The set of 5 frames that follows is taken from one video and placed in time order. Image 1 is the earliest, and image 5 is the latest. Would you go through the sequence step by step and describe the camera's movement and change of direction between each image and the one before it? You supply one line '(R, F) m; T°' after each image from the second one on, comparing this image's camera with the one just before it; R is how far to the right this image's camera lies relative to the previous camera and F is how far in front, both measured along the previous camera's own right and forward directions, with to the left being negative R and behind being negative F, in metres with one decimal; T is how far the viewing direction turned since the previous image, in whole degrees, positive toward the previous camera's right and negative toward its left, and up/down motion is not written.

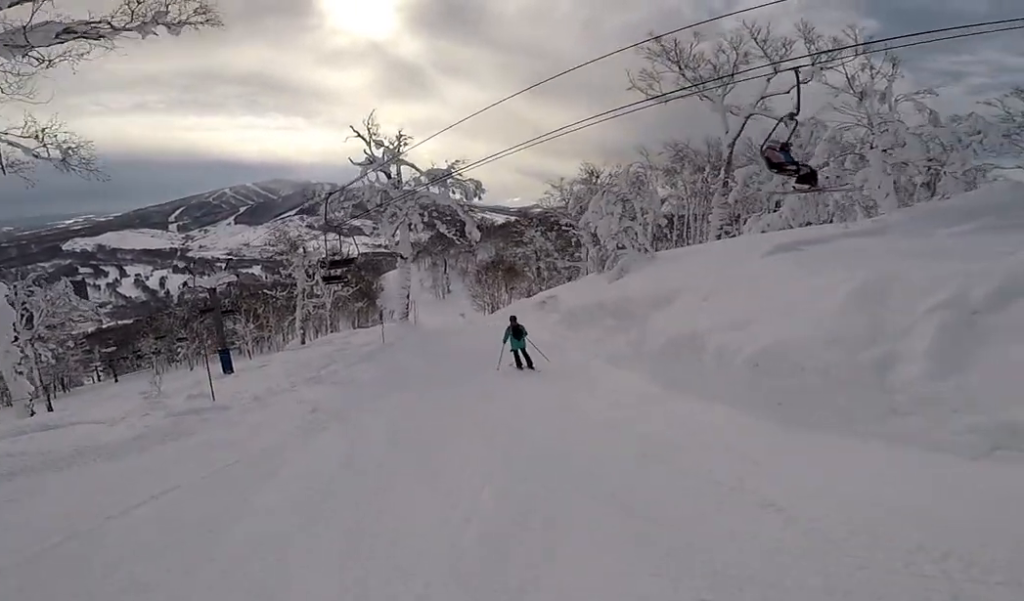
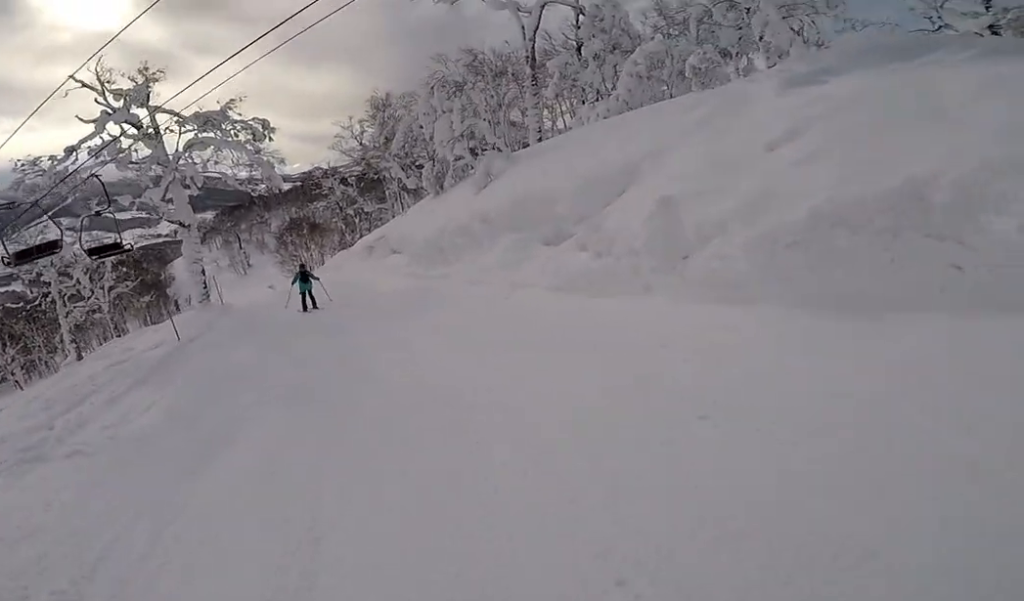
(+1.1, +6.7) m; +10°
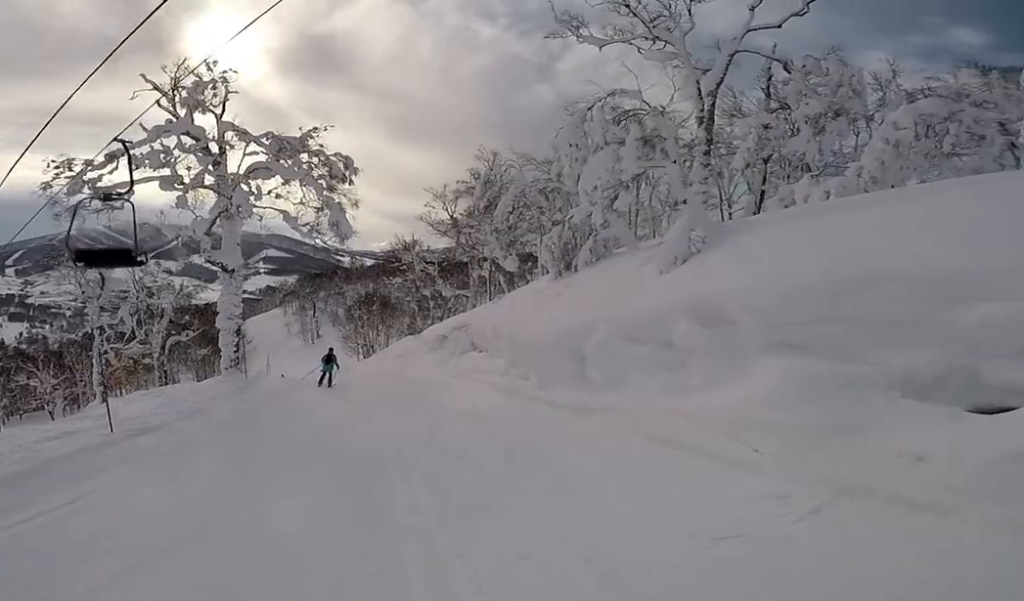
(0.0, +6.6) m; 0°
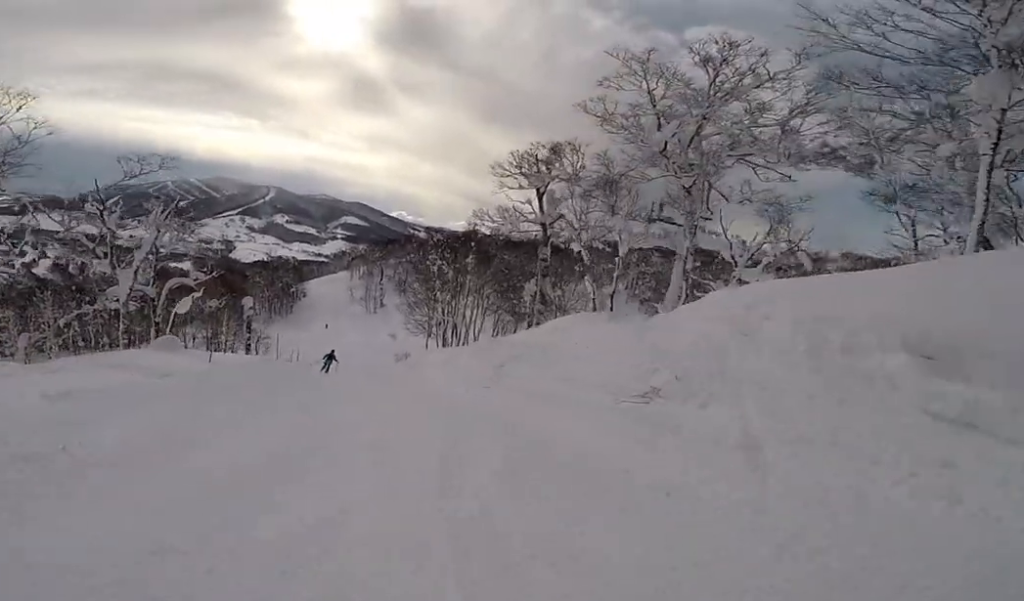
(-2.7, +23.4) m; -12°
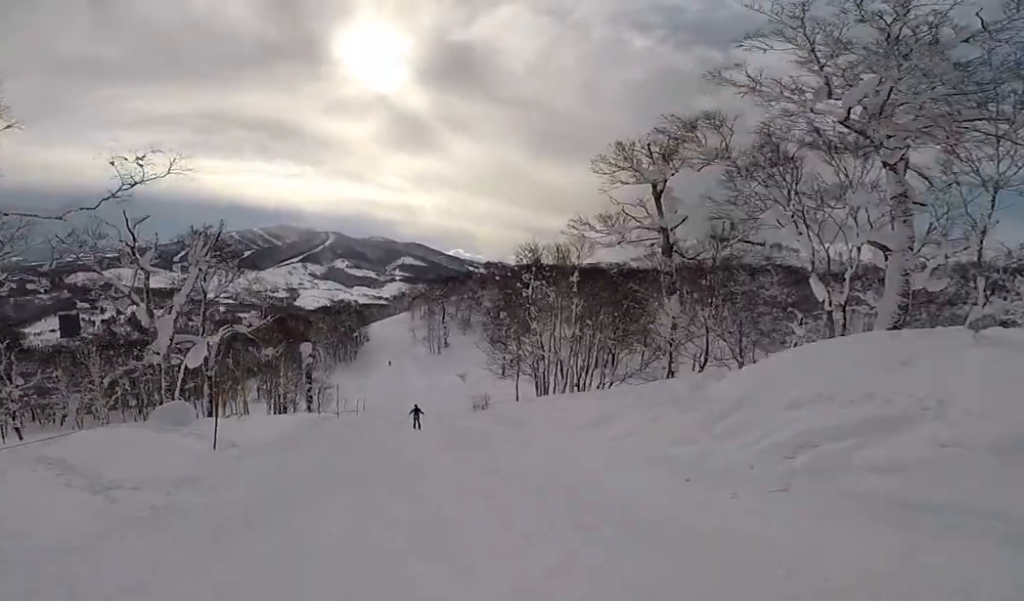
(-0.1, +7.1) m; +4°
